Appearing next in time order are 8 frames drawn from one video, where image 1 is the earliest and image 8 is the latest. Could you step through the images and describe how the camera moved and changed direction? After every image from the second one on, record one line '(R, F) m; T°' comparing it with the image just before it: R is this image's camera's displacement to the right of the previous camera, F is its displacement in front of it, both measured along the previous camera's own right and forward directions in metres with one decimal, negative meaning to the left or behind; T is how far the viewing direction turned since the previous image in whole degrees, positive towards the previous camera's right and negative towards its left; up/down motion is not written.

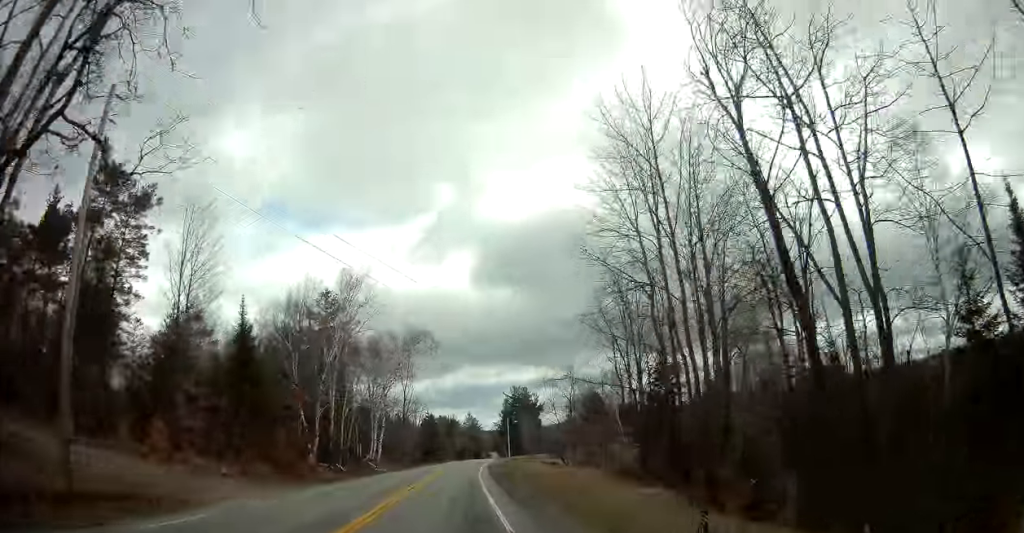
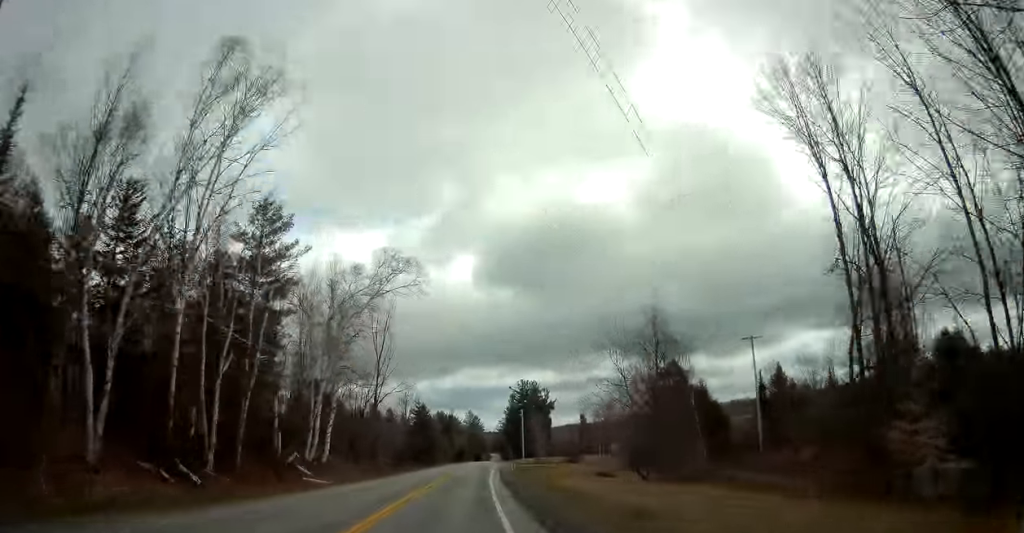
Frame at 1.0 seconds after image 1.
(-0.1, +25.9) m; 0°
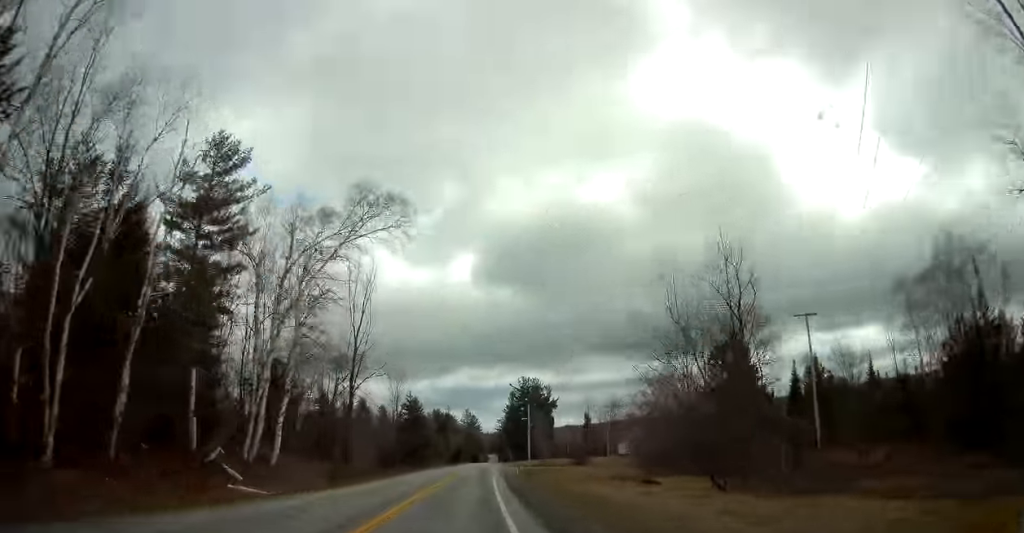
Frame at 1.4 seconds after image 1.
(+0.1, +10.7) m; 0°
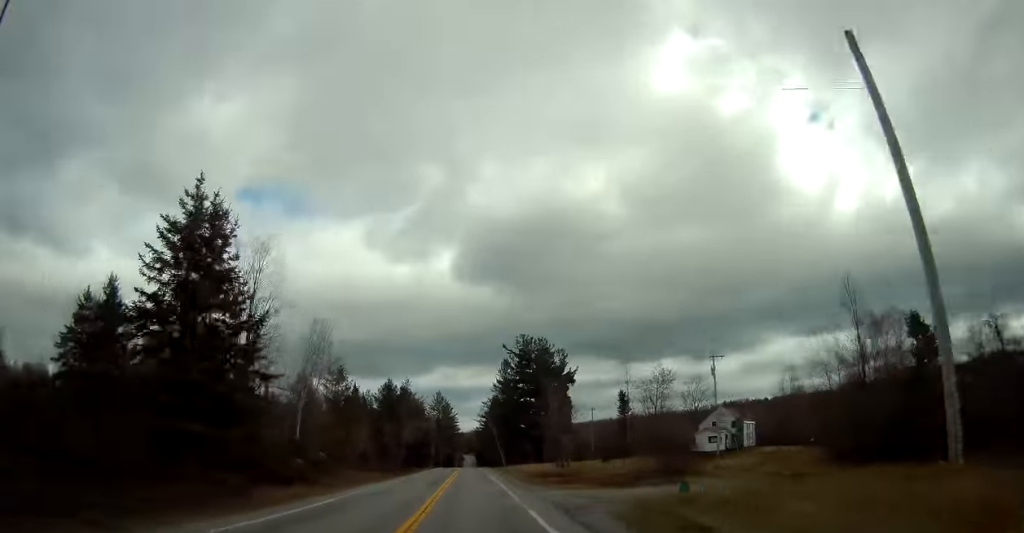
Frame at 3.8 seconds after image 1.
(+1.2, +64.4) m; +2°
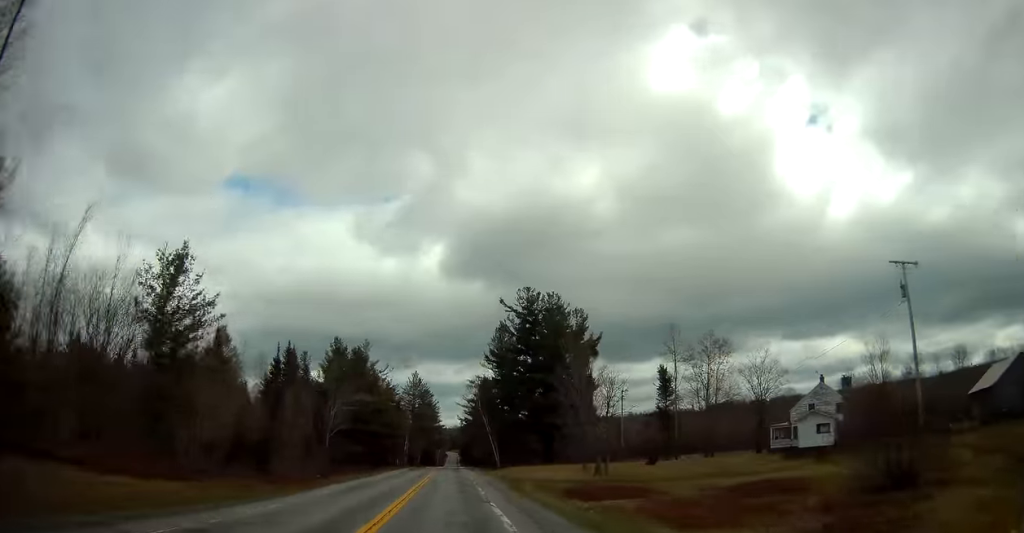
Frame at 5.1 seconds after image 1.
(+0.5, +33.2) m; +1°
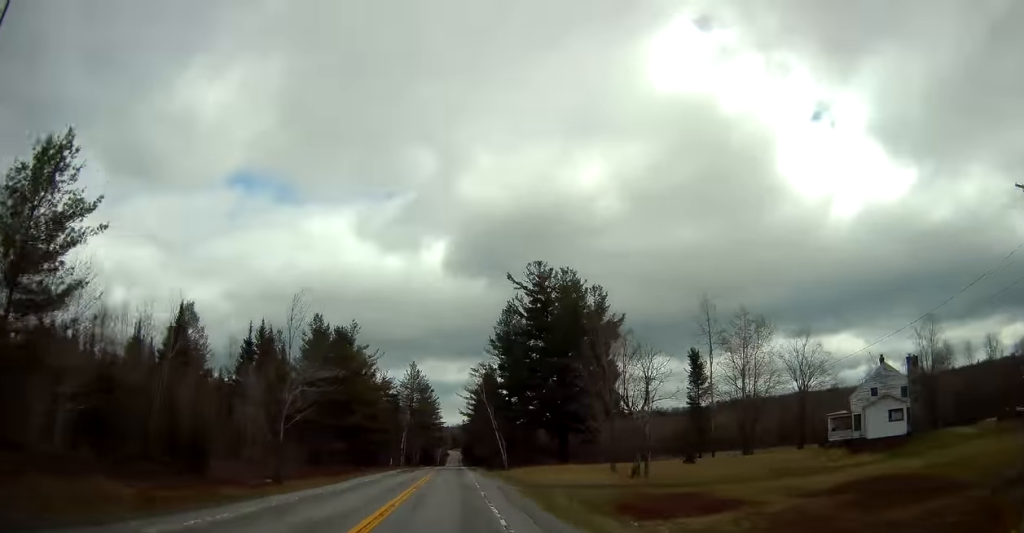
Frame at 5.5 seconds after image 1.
(0.0, +11.4) m; 0°
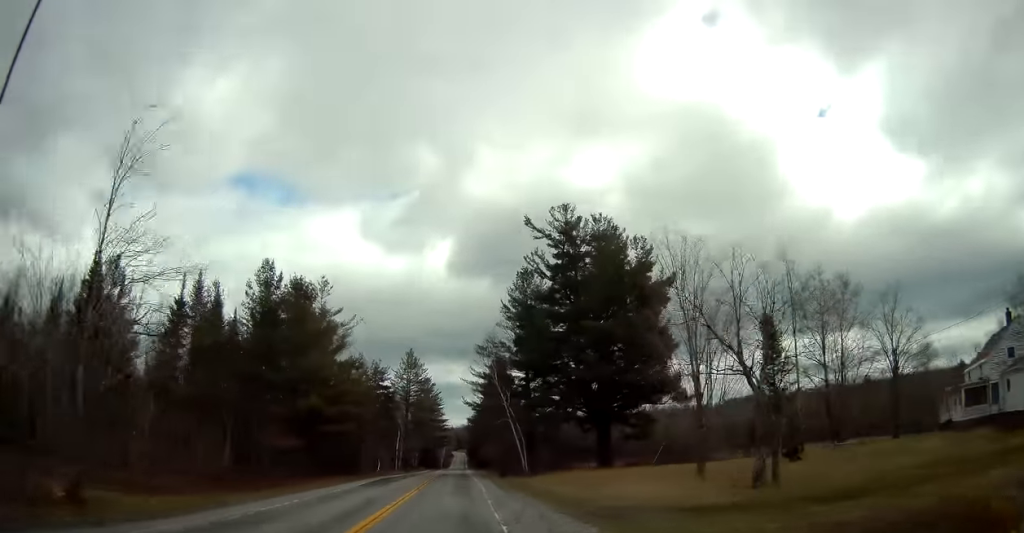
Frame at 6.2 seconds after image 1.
(0.0, +18.3) m; 0°
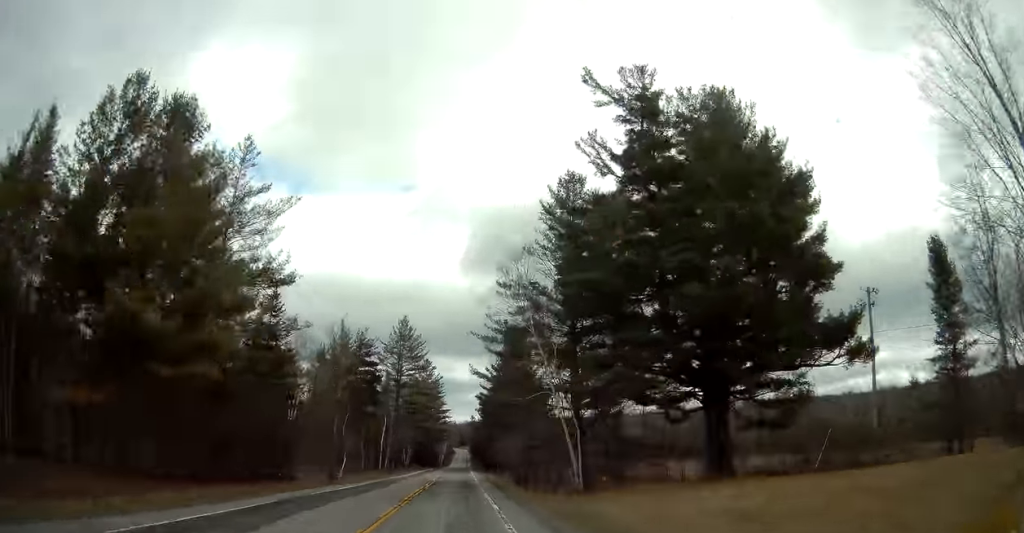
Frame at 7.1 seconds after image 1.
(0.0, +24.3) m; -2°
